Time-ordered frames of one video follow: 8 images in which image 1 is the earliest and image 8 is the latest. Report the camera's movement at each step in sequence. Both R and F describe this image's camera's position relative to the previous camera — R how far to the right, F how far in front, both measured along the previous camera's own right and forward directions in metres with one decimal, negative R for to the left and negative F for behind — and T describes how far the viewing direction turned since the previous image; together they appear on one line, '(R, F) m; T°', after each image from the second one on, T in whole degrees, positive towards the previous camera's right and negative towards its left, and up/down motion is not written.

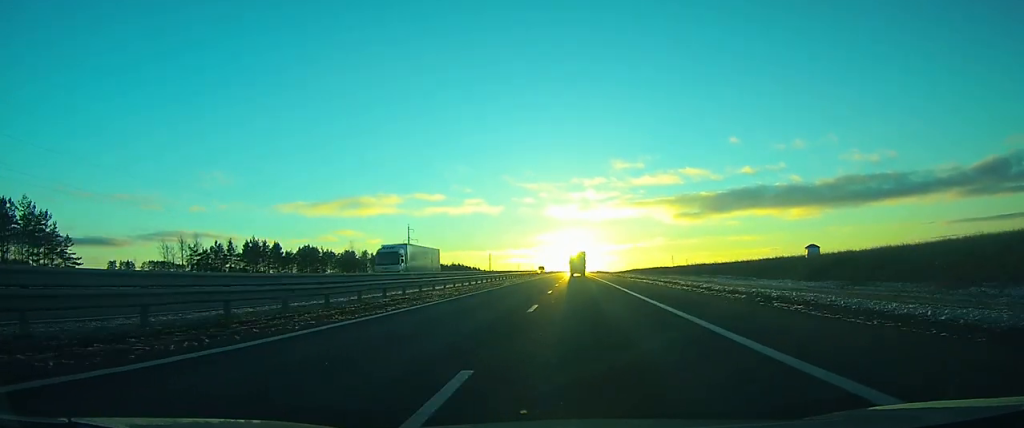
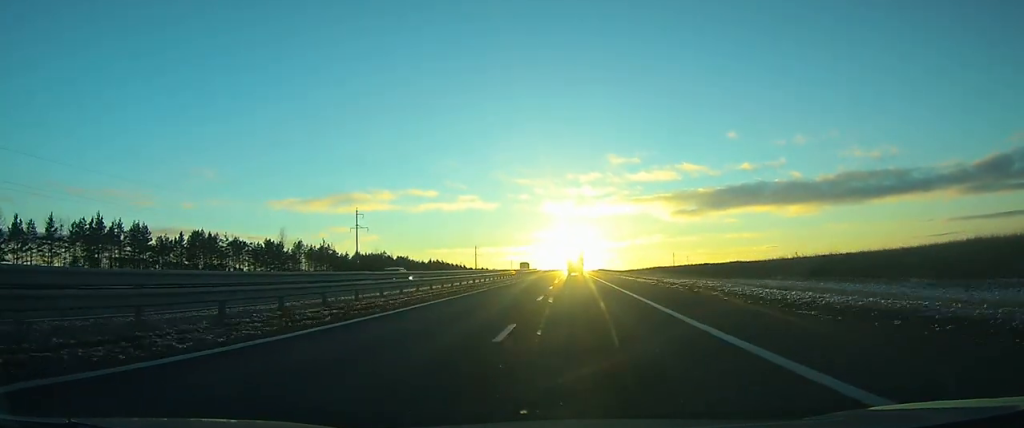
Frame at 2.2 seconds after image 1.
(+0.1, +54.9) m; 0°
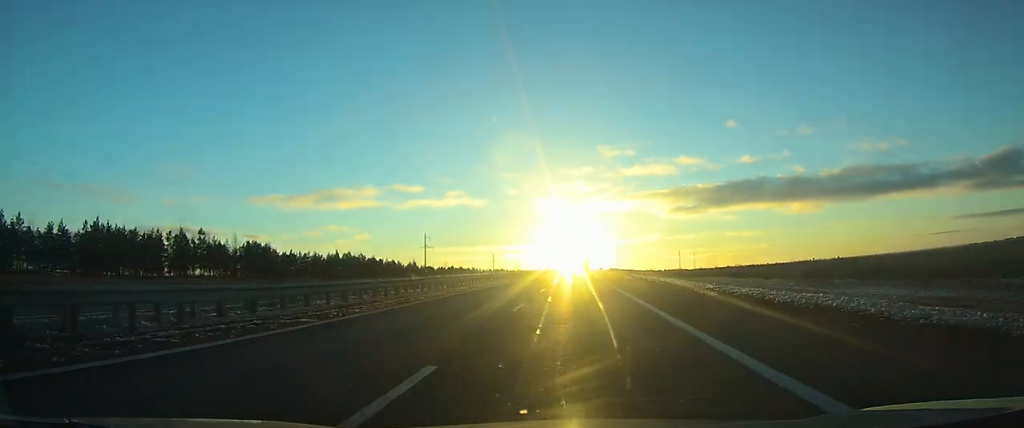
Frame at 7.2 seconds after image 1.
(+0.7, +124.7) m; 0°
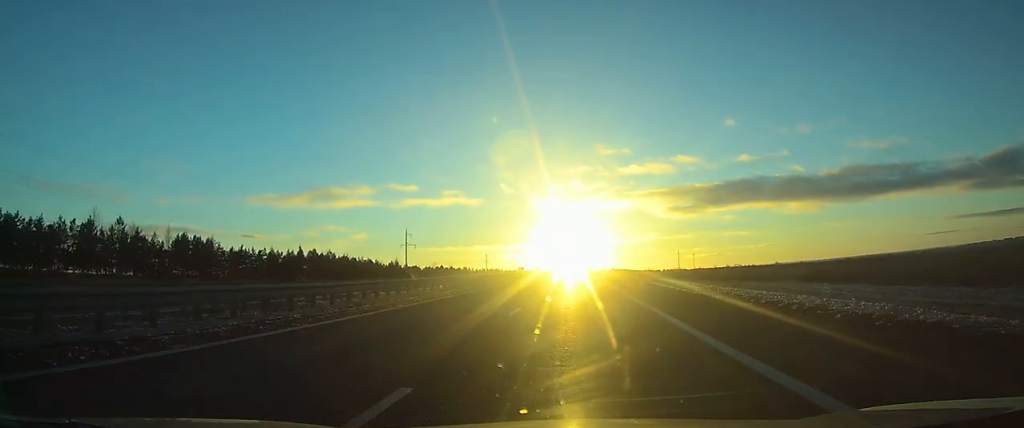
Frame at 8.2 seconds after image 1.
(-0.1, +24.0) m; 0°
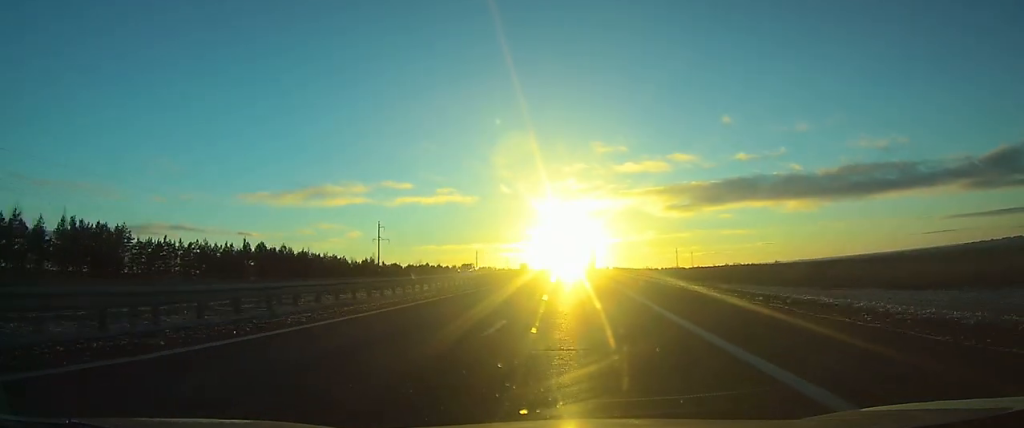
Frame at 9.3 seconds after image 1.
(+0.1, +27.2) m; 0°
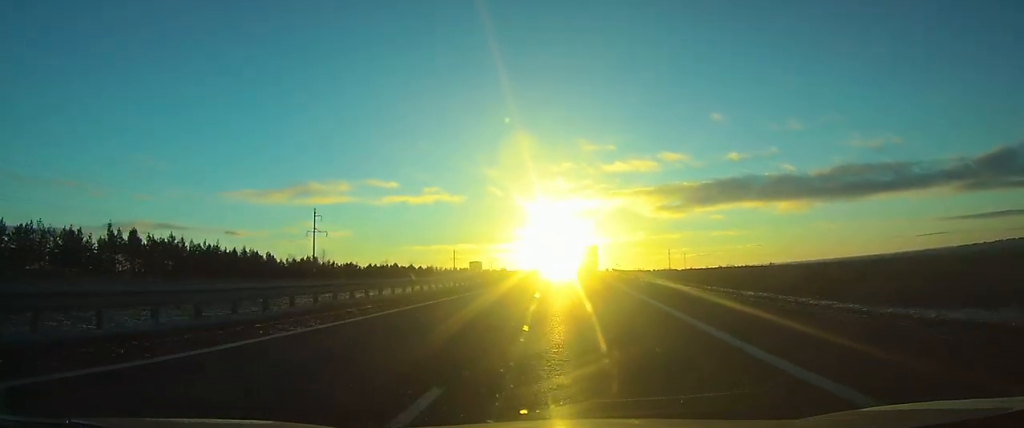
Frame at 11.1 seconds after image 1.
(+0.2, +43.3) m; +1°
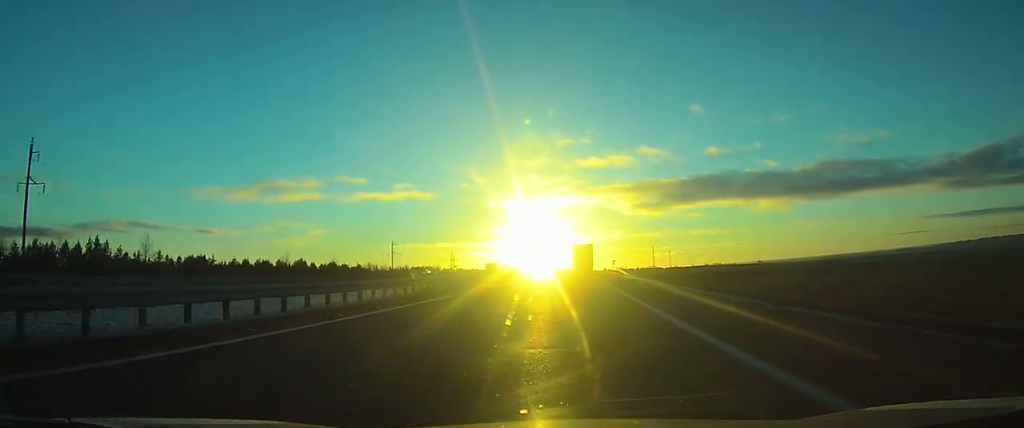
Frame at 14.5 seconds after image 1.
(+1.7, +89.2) m; +2°
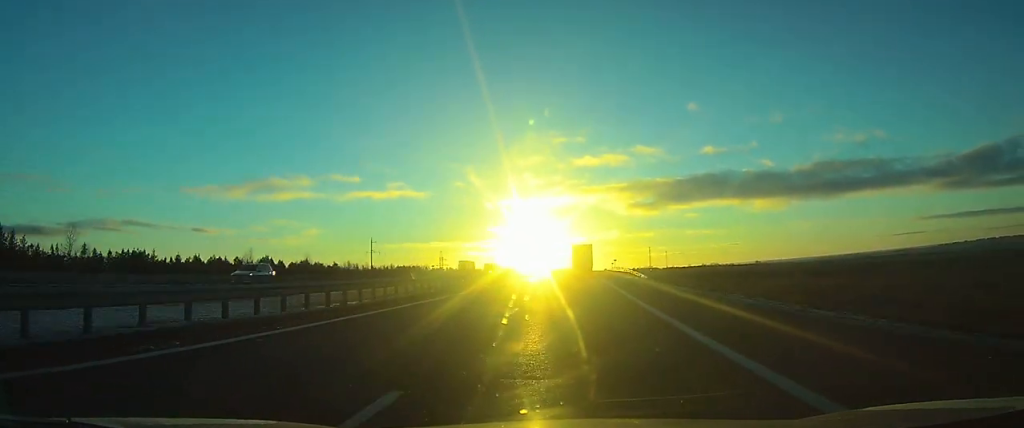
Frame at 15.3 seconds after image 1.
(+0.1, +22.3) m; 0°
